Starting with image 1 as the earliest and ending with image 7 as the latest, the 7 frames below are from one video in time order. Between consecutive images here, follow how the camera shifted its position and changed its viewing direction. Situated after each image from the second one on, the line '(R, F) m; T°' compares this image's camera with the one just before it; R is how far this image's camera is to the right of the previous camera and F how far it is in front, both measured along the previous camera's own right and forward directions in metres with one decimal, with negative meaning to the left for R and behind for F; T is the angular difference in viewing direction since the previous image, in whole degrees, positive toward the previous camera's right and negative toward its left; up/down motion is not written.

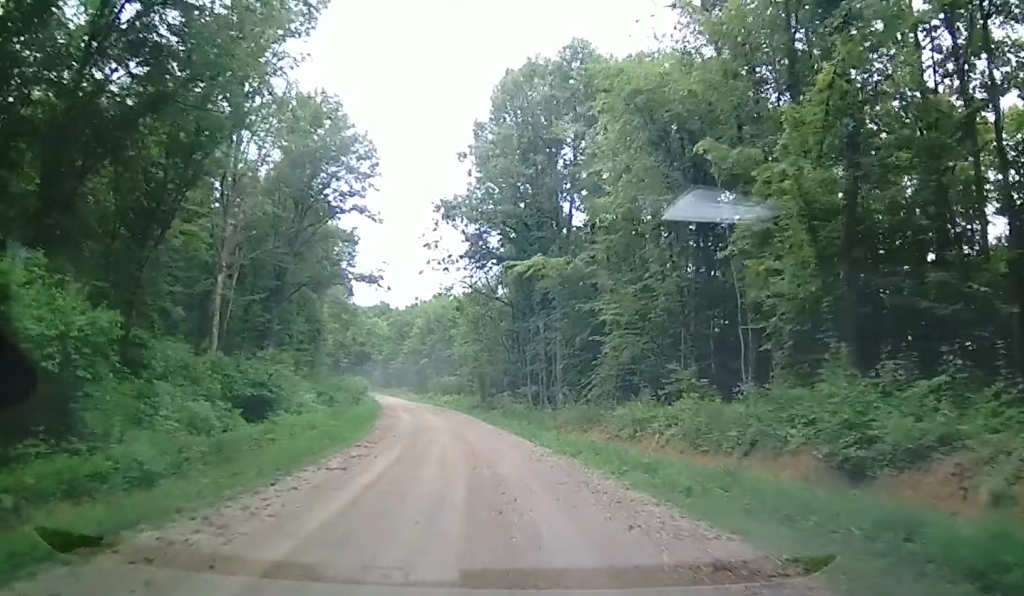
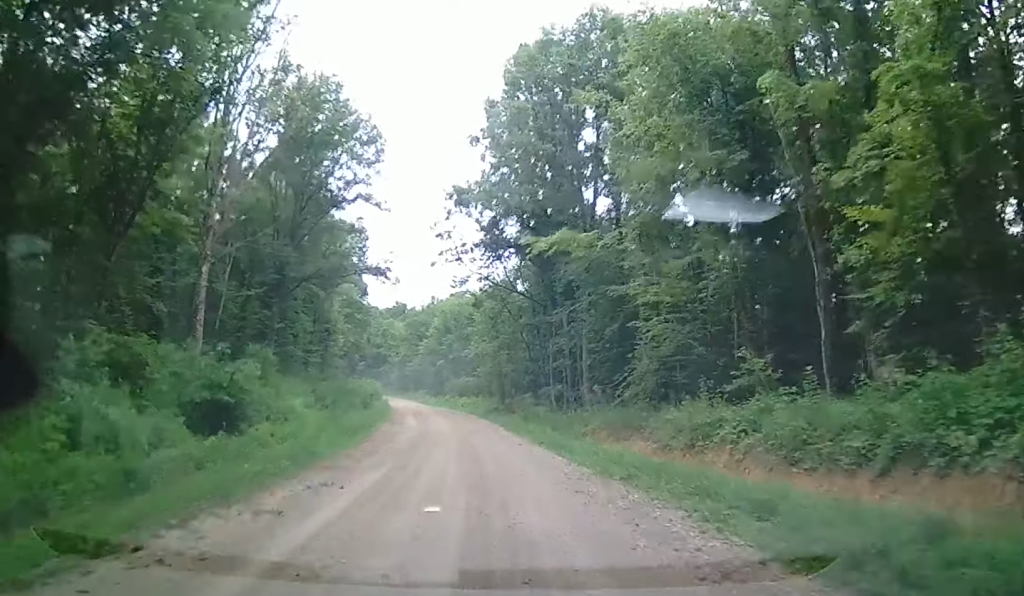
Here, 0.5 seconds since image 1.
(-0.1, +5.3) m; -1°
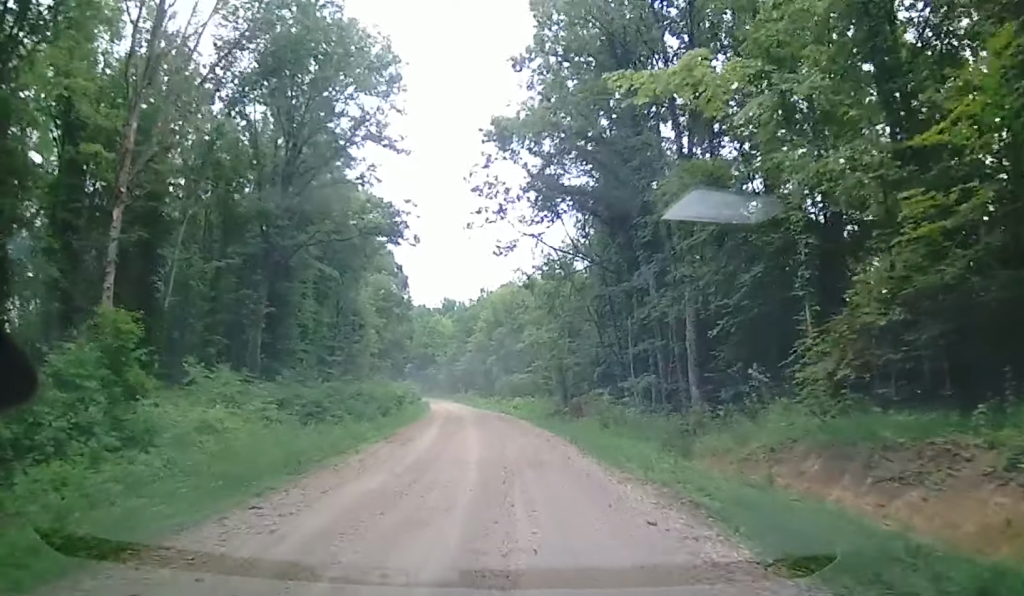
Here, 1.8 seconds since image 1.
(-0.3, +15.4) m; -2°
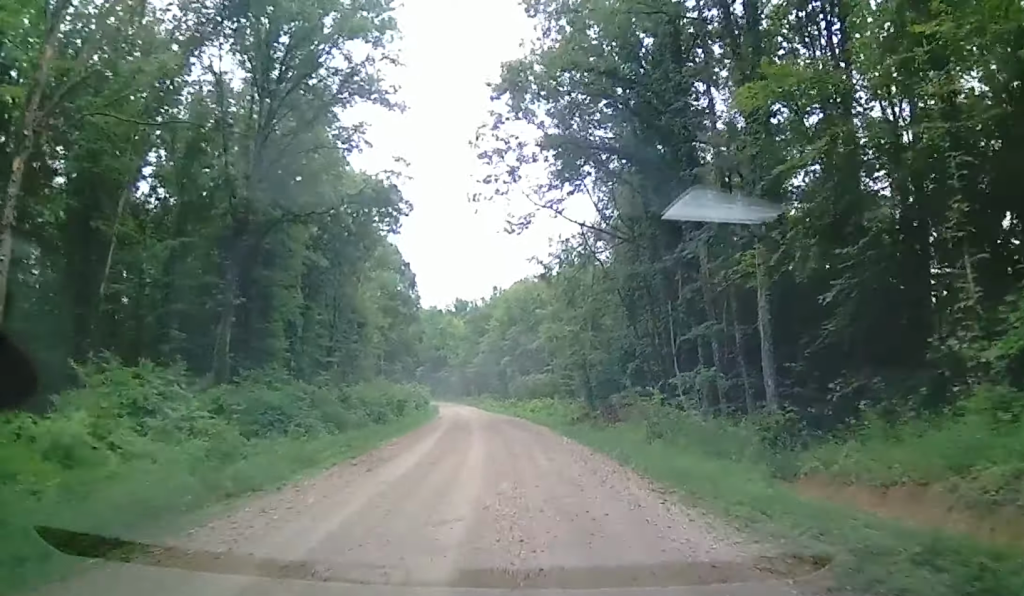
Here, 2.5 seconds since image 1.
(-0.1, +7.9) m; -1°
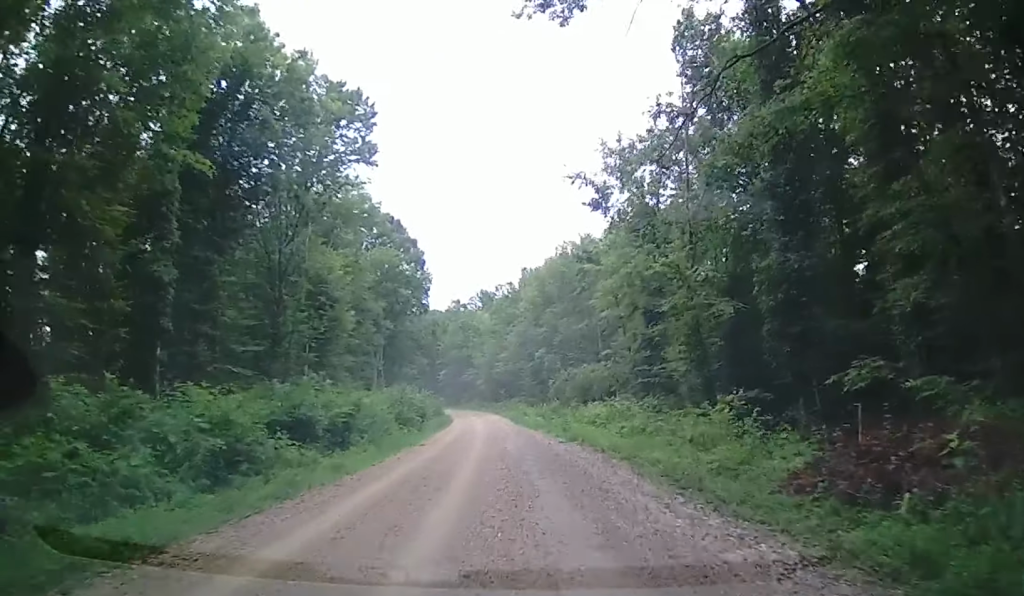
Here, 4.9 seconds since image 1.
(-1.0, +25.1) m; -3°
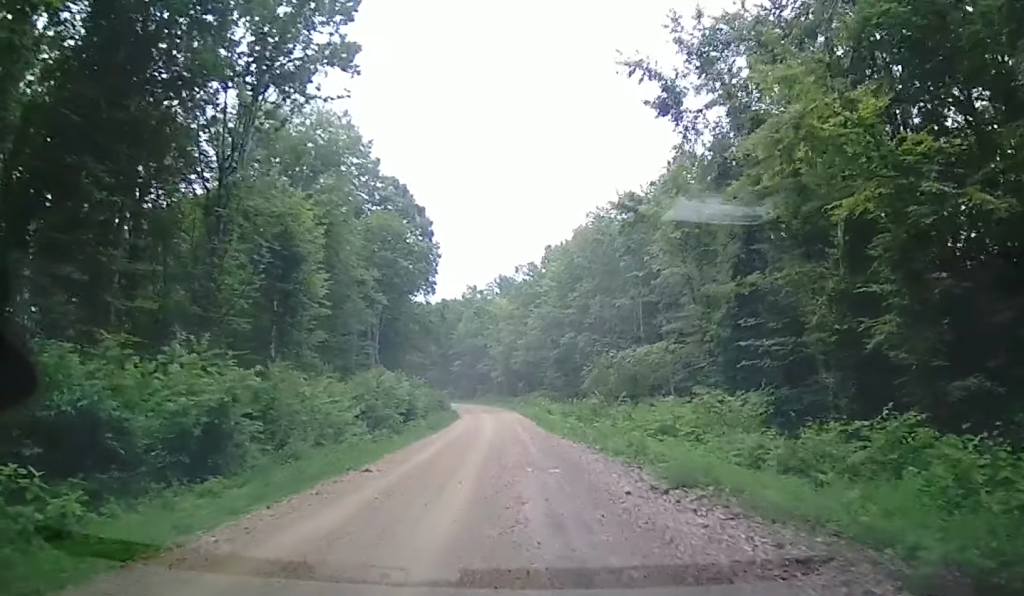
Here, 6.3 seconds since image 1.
(+0.4, +12.9) m; +1°
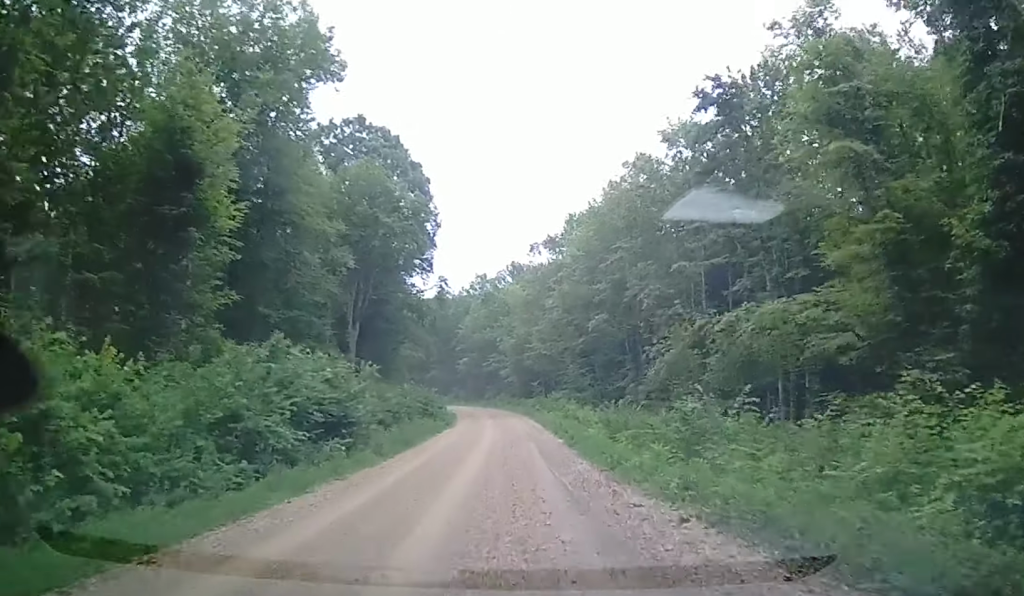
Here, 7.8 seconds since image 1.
(-0.6, +14.5) m; -3°
